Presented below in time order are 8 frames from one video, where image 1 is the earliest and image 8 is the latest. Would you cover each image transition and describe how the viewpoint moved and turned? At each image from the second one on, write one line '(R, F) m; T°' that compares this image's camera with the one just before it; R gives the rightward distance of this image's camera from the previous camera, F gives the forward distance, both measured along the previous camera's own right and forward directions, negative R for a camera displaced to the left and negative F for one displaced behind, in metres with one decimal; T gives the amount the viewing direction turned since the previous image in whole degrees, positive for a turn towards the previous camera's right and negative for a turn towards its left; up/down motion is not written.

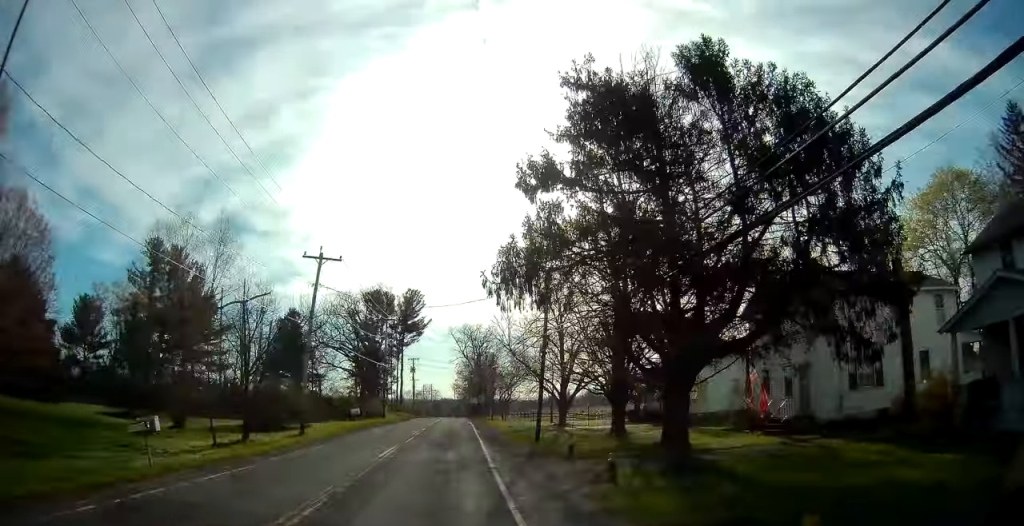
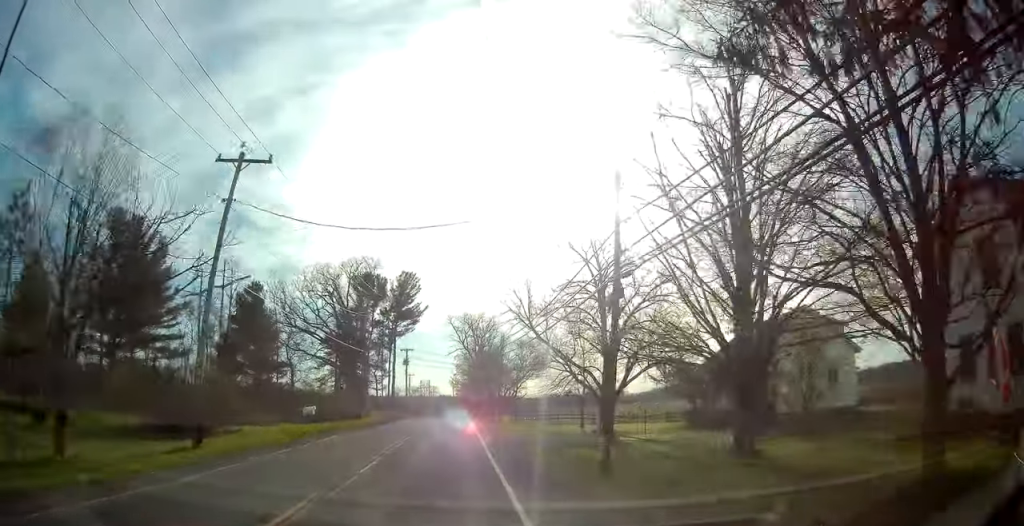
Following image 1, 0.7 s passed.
(0.0, +13.8) m; 0°
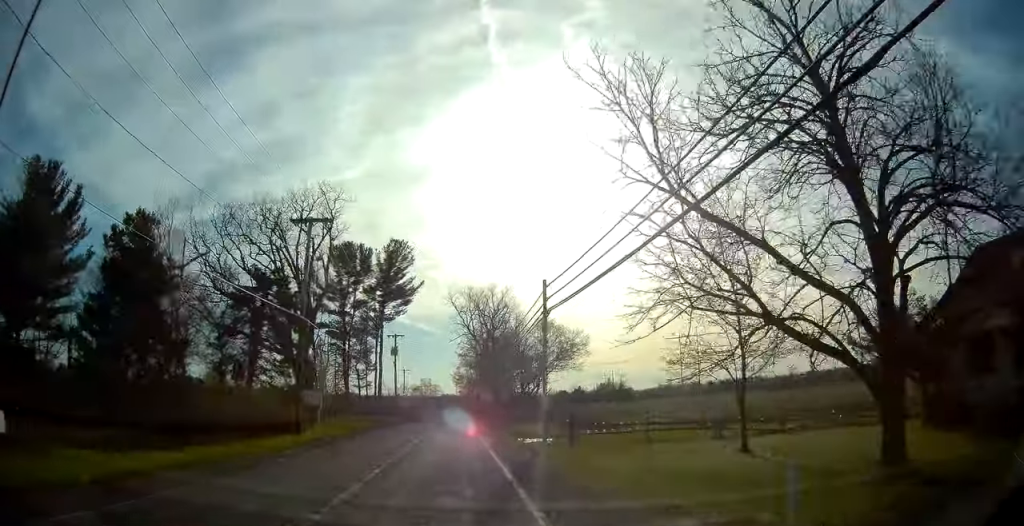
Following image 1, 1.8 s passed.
(-0.1, +23.0) m; 0°
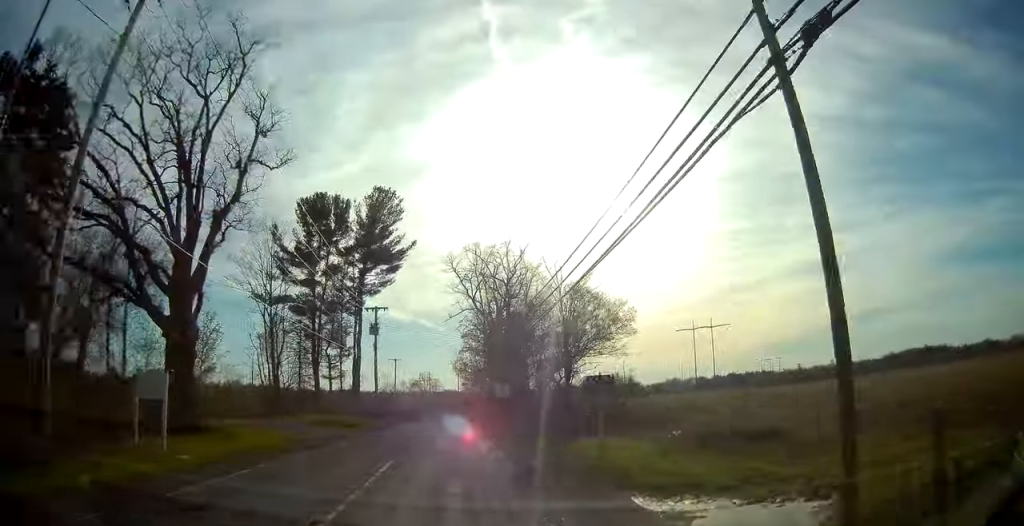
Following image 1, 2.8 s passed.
(0.0, +20.5) m; -1°
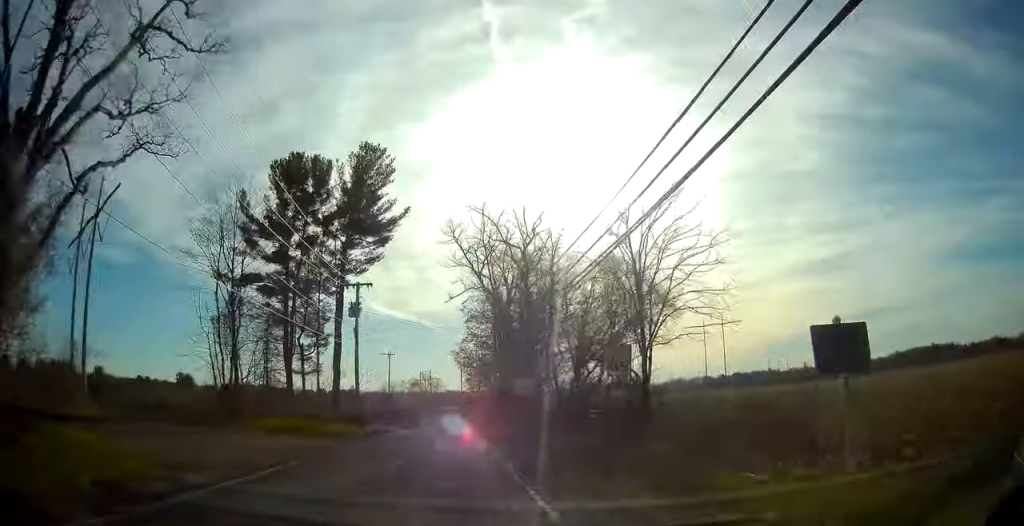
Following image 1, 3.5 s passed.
(0.0, +12.4) m; -1°
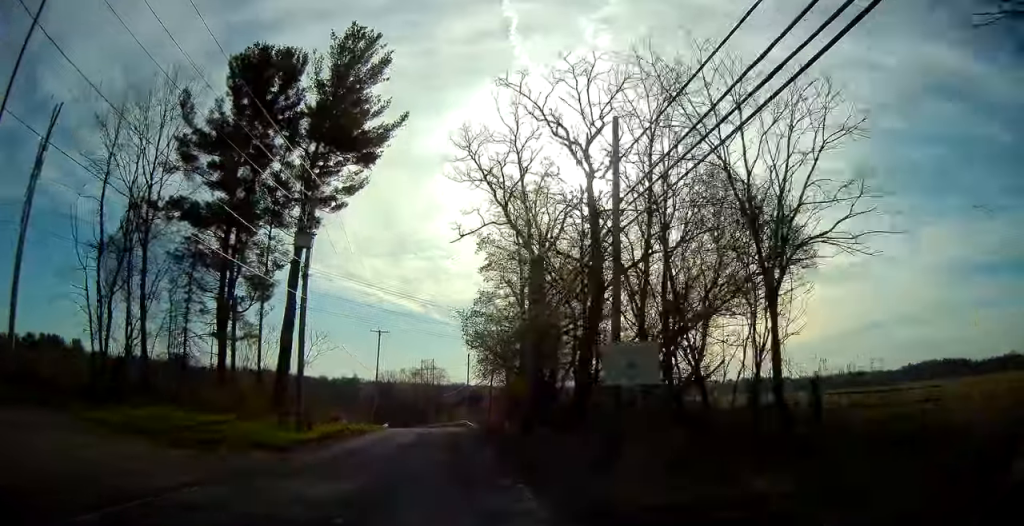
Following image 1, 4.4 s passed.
(-0.4, +18.1) m; 0°
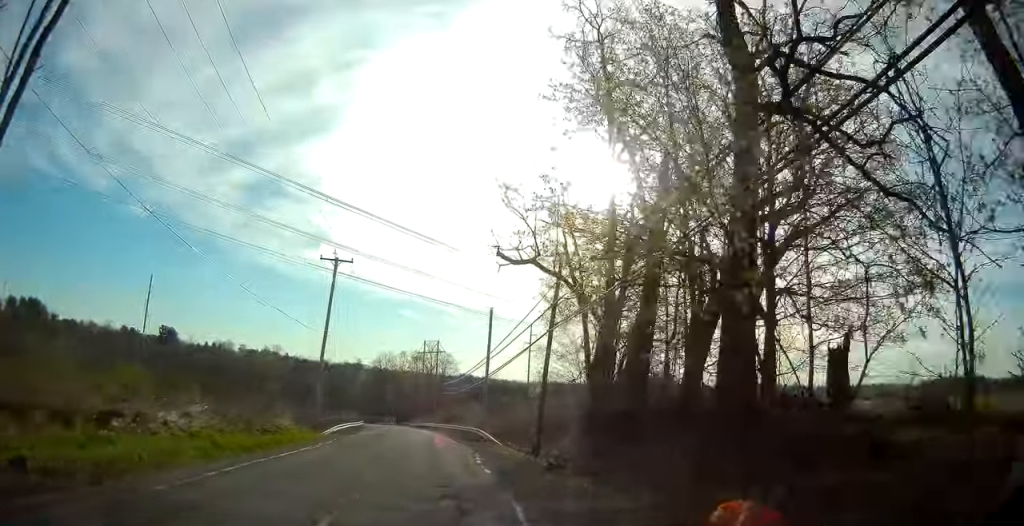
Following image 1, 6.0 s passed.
(0.0, +31.5) m; -1°
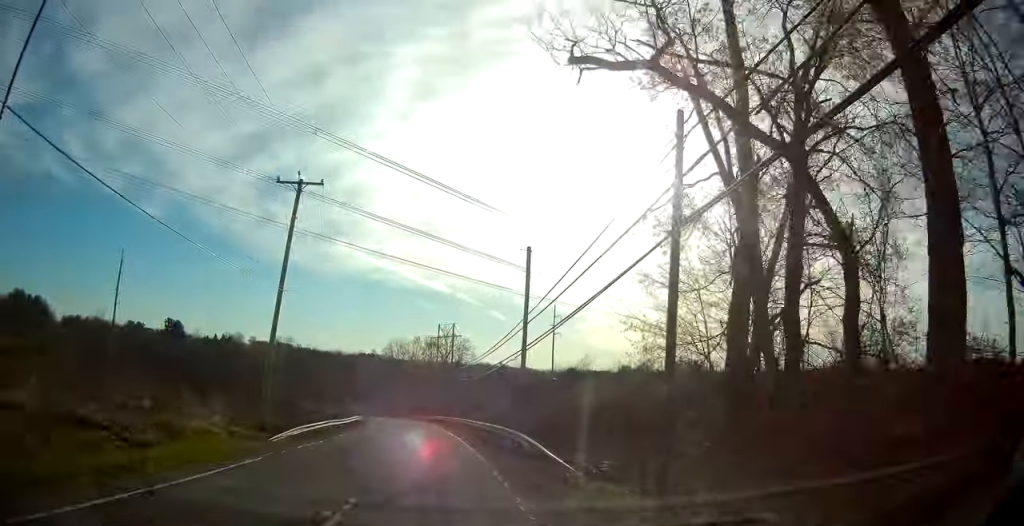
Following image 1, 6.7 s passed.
(-0.1, +13.4) m; -1°
